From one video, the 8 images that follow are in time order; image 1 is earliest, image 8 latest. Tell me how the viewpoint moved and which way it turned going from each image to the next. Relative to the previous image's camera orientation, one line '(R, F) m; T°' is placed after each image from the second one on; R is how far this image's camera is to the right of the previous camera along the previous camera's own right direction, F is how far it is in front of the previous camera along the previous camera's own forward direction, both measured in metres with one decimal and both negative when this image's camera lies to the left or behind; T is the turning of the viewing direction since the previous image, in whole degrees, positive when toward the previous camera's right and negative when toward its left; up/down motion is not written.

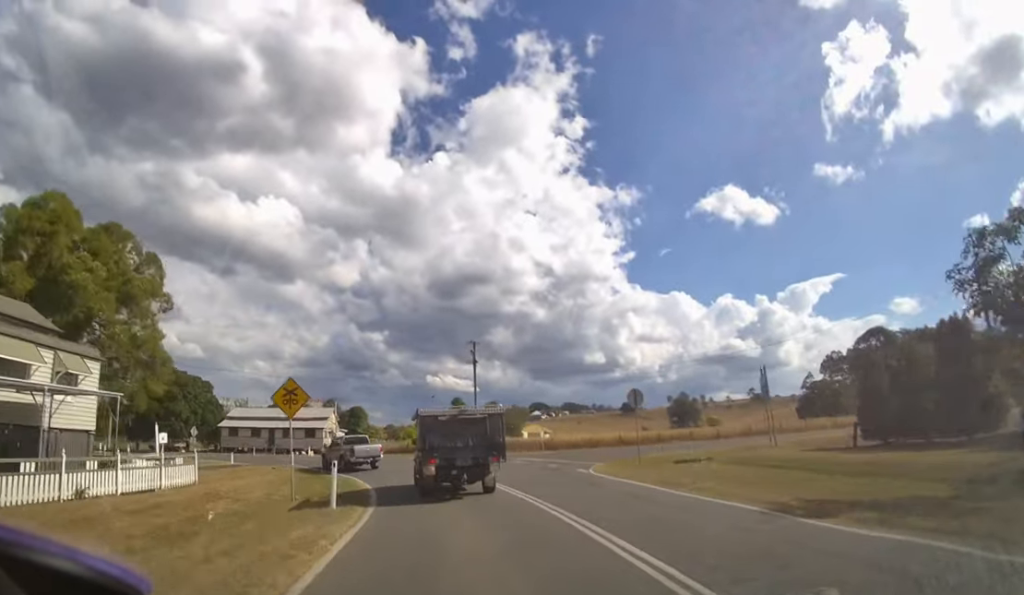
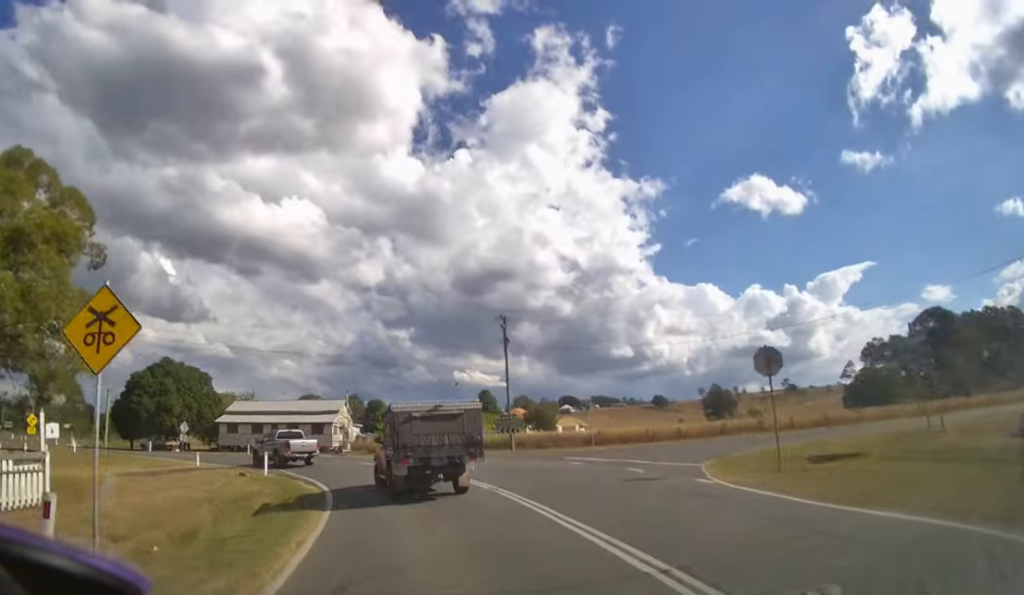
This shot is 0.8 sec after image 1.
(0.0, +7.8) m; -3°
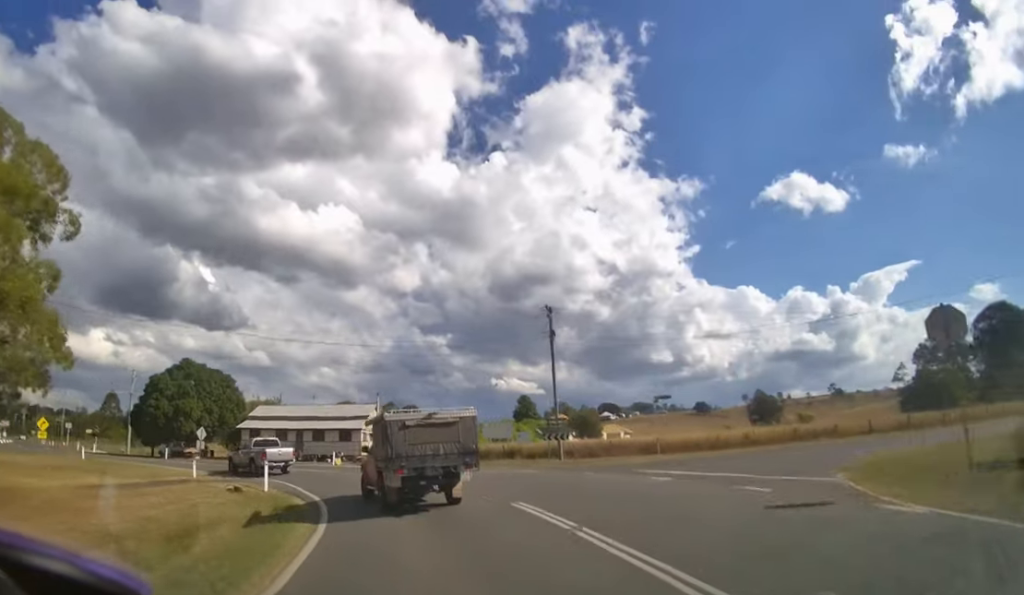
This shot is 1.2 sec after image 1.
(-0.1, +4.3) m; -4°
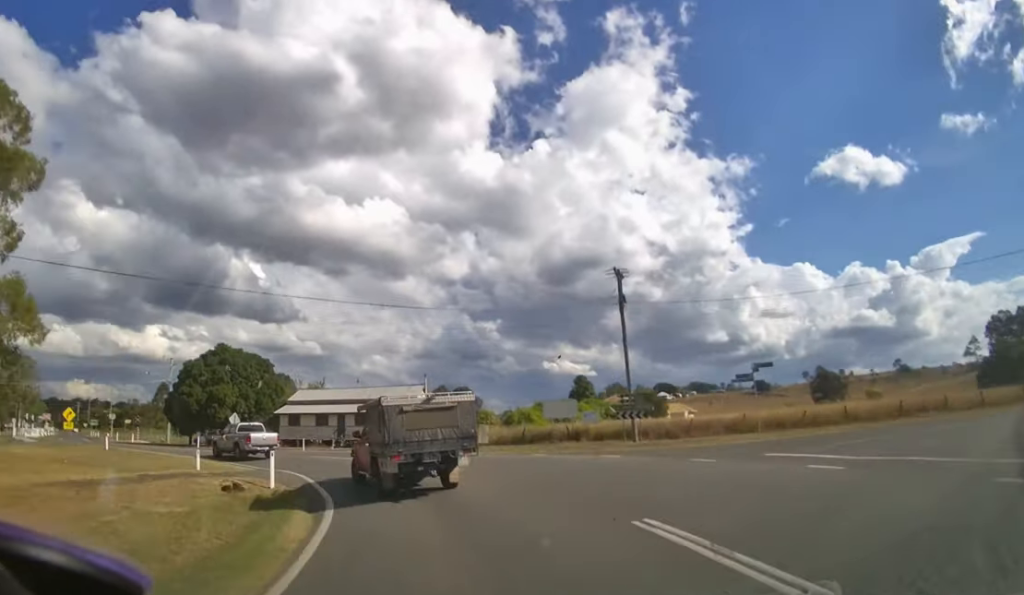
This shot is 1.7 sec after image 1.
(0.0, +4.6) m; -5°
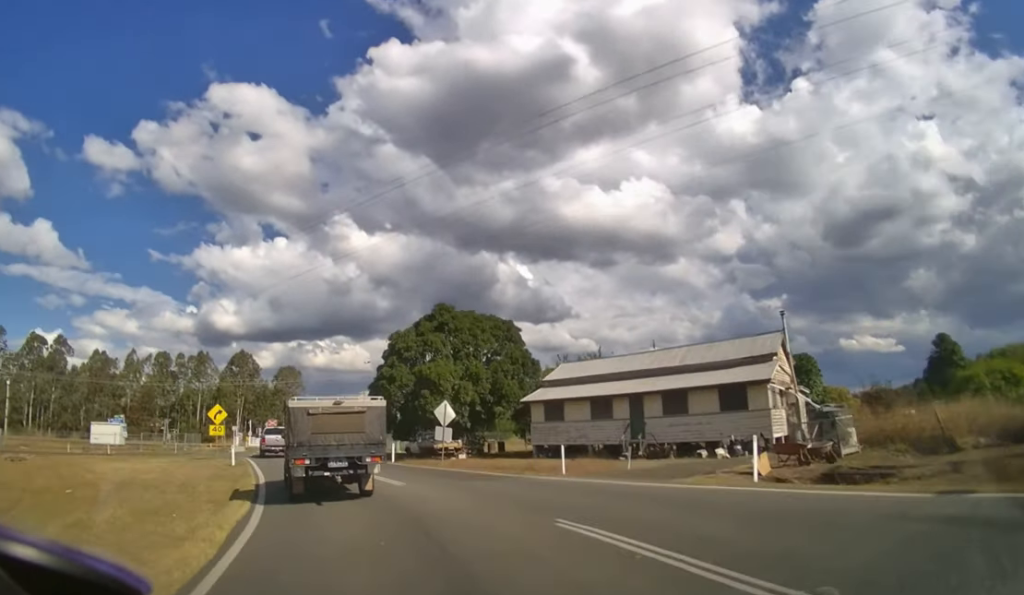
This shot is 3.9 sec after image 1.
(-5.6, +21.4) m; -31°
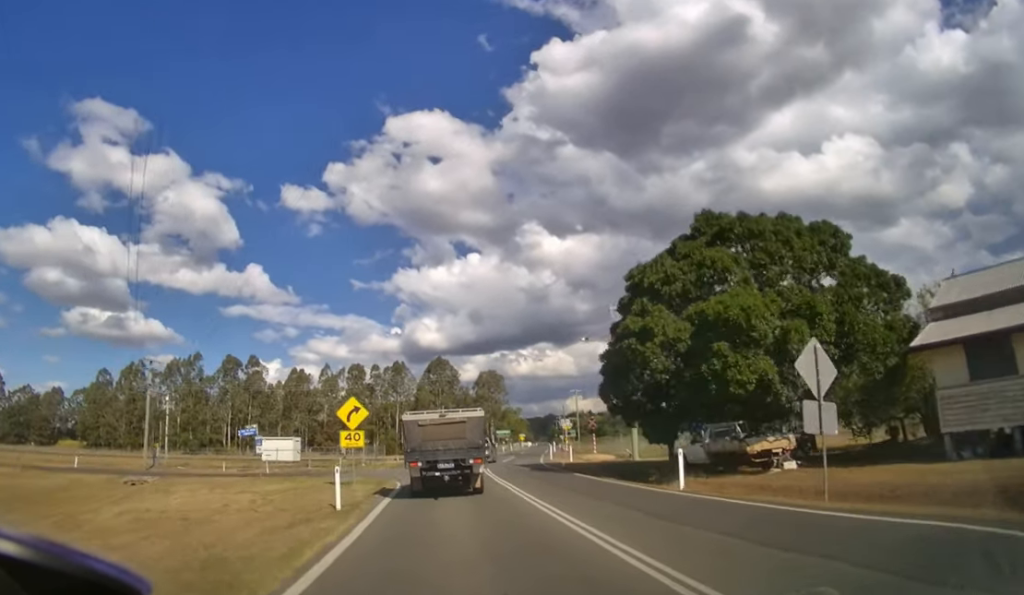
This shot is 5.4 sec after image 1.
(-3.8, +14.1) m; -24°
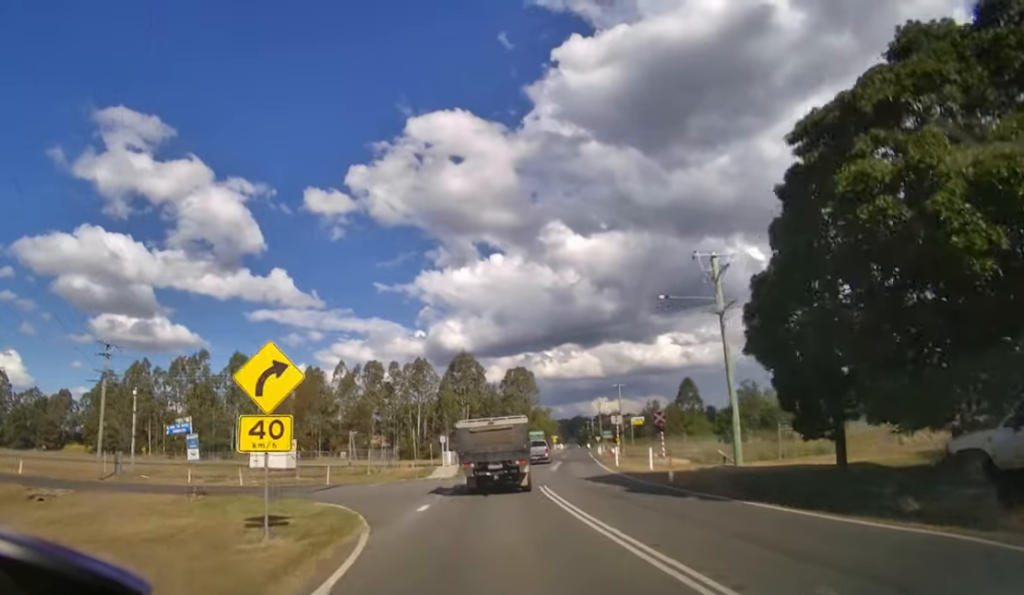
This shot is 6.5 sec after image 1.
(-1.1, +10.8) m; -5°
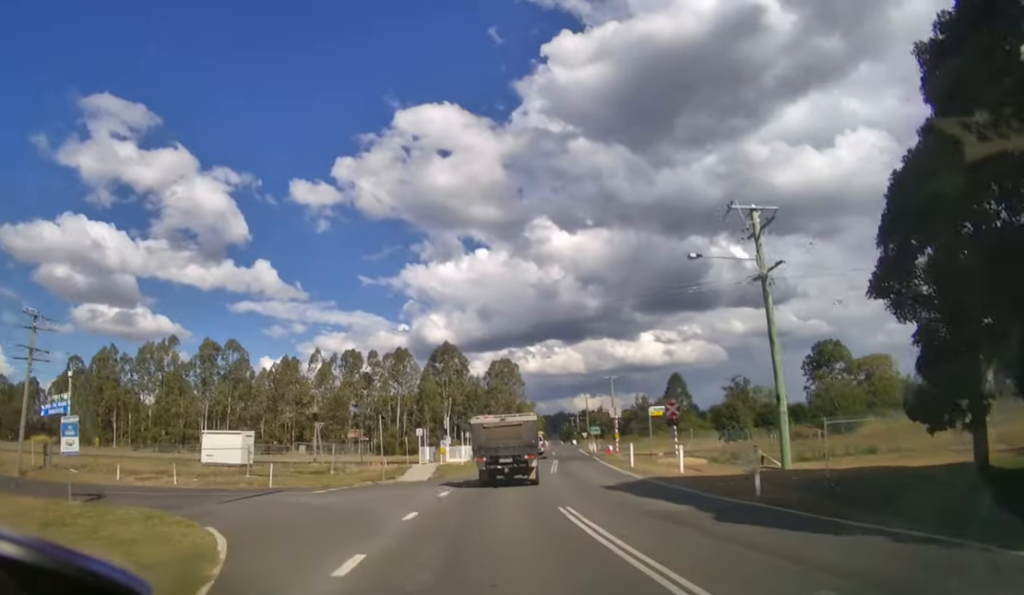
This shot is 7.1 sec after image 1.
(0.0, +5.7) m; +1°
